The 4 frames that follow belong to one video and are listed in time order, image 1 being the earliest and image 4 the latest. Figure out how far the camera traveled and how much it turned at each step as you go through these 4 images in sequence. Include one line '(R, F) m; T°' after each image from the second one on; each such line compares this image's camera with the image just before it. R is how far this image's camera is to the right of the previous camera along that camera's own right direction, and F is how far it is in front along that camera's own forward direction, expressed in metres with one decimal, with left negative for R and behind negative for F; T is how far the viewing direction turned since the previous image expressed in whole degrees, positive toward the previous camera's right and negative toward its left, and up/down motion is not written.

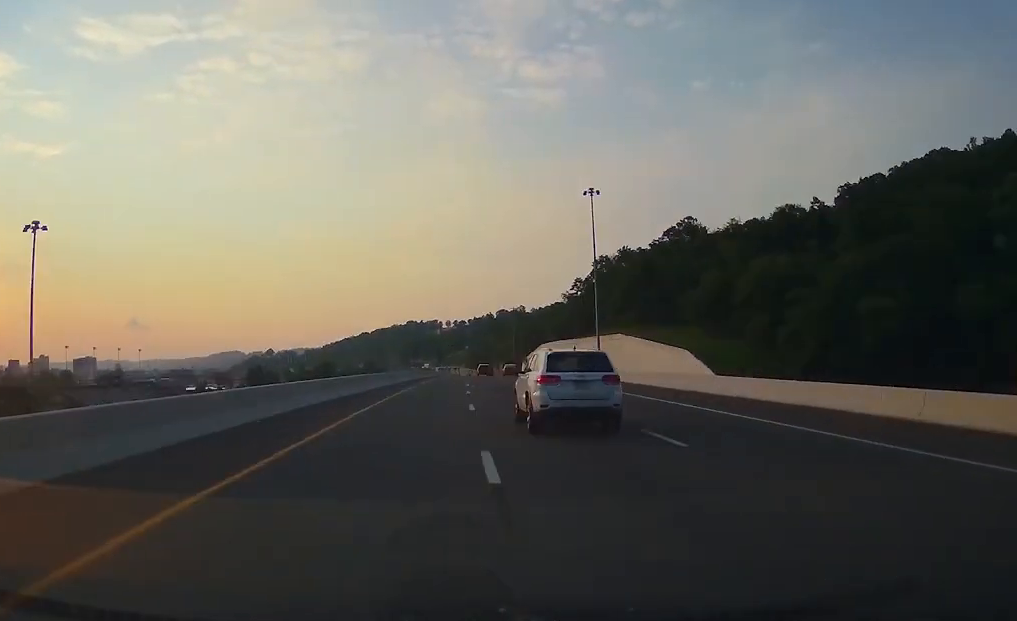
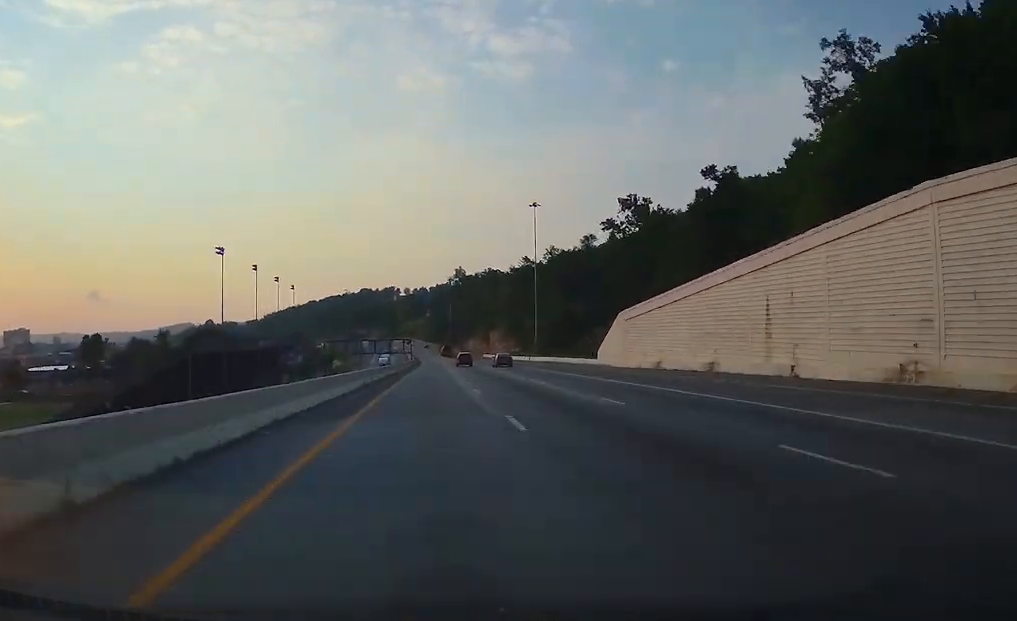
(+10.8, +246.8) m; +3°
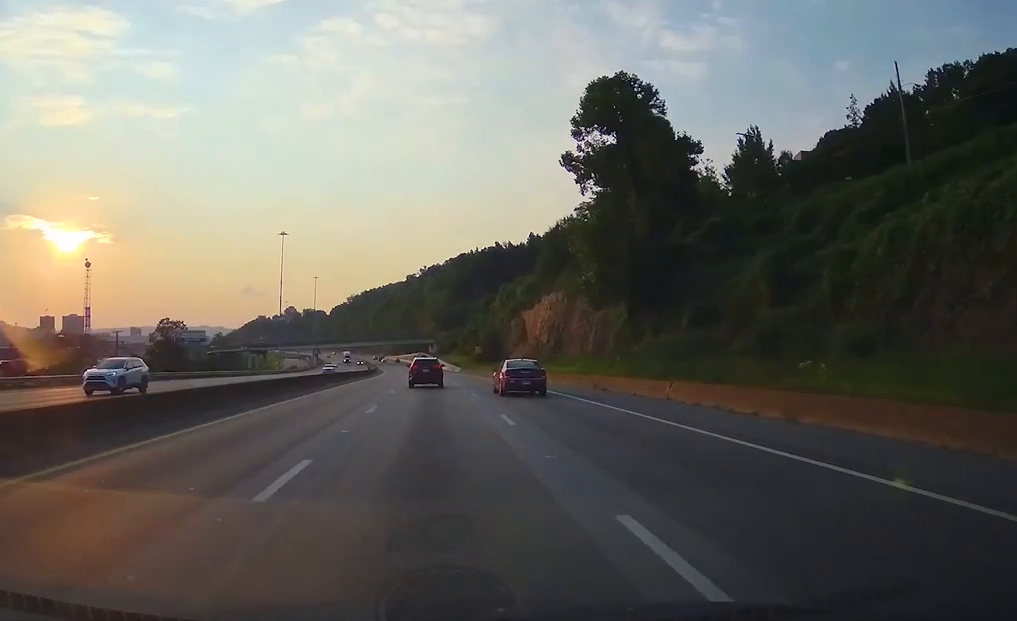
(-44.4, +554.8) m; -14°
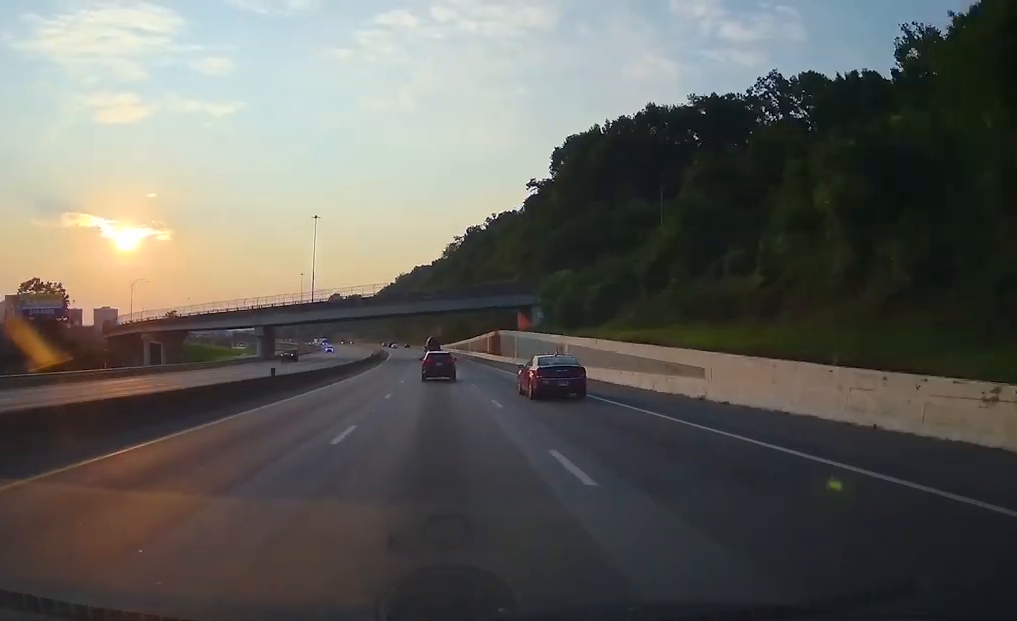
(-7.1, +149.6) m; -5°
